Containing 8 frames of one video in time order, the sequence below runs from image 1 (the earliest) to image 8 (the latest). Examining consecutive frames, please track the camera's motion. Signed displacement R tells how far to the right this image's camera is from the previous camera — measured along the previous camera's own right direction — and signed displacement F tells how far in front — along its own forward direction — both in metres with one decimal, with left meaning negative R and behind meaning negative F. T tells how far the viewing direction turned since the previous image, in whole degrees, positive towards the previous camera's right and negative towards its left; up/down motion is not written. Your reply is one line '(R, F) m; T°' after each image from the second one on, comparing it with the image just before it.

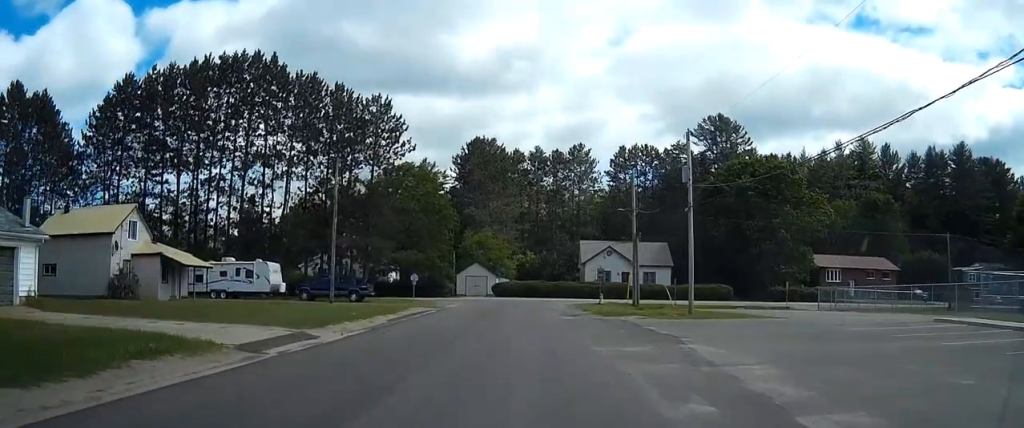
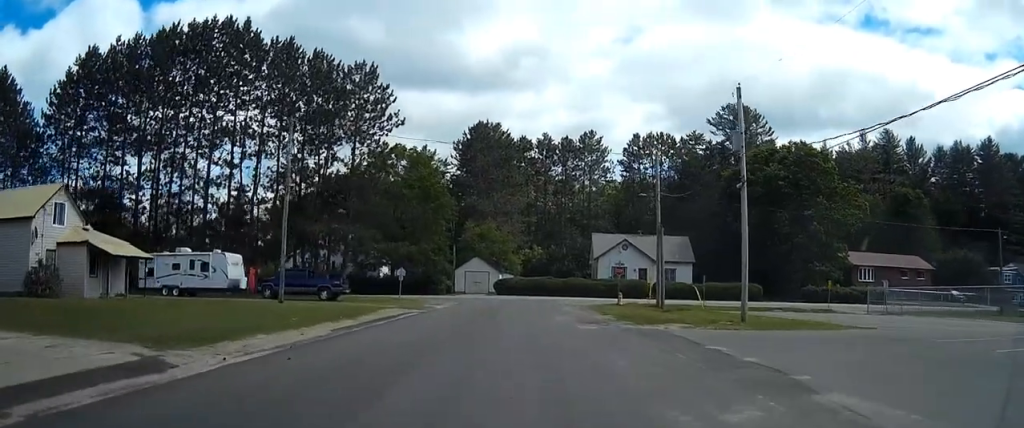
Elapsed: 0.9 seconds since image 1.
(0.0, +9.3) m; 0°
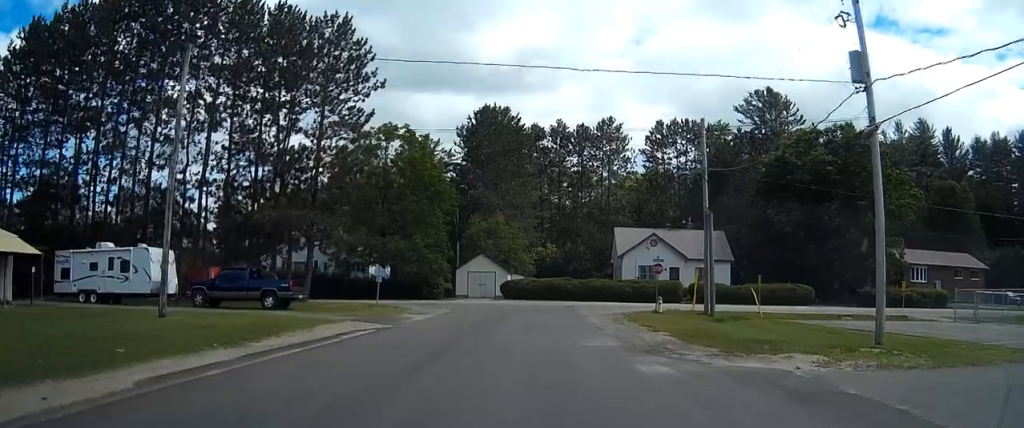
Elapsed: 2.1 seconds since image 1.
(0.0, +11.8) m; 0°
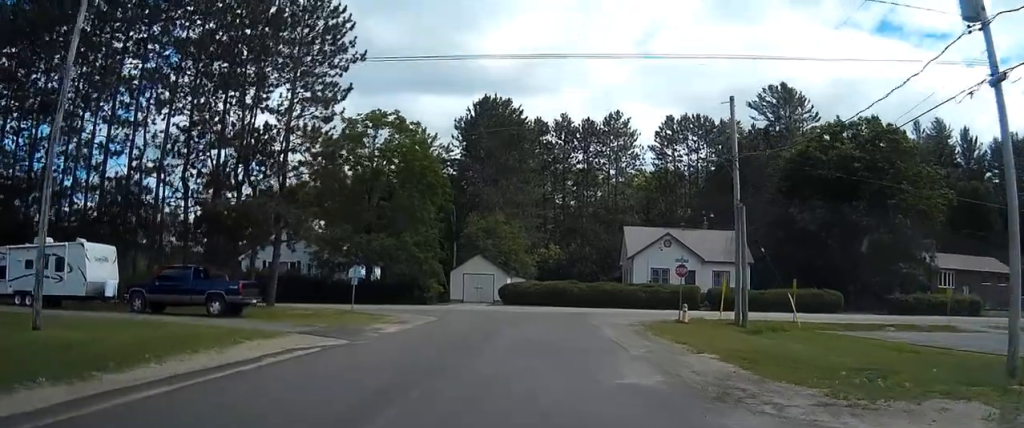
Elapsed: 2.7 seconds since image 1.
(0.0, +6.2) m; +1°
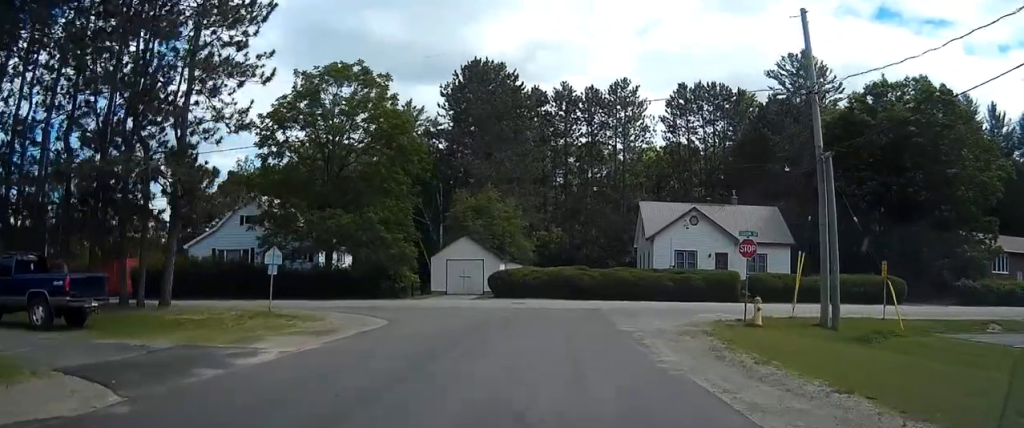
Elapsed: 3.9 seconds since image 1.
(+0.2, +11.5) m; +1°
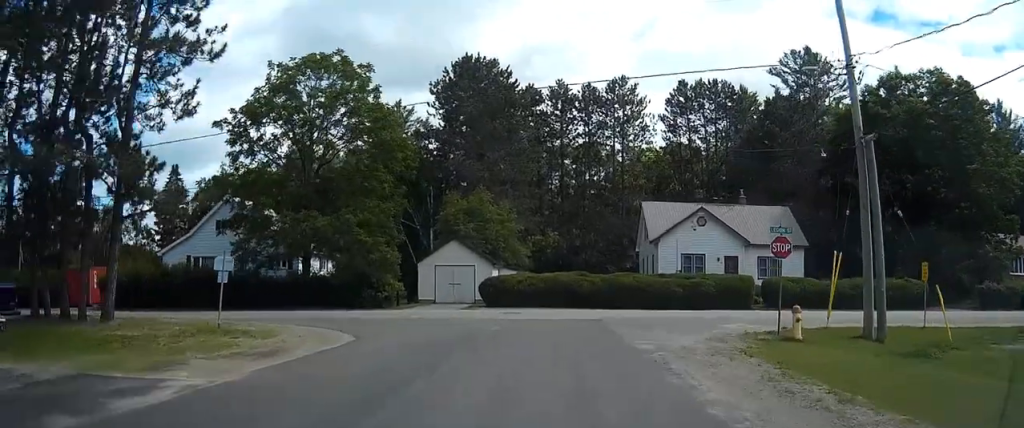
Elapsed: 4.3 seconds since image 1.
(0.0, +4.0) m; 0°
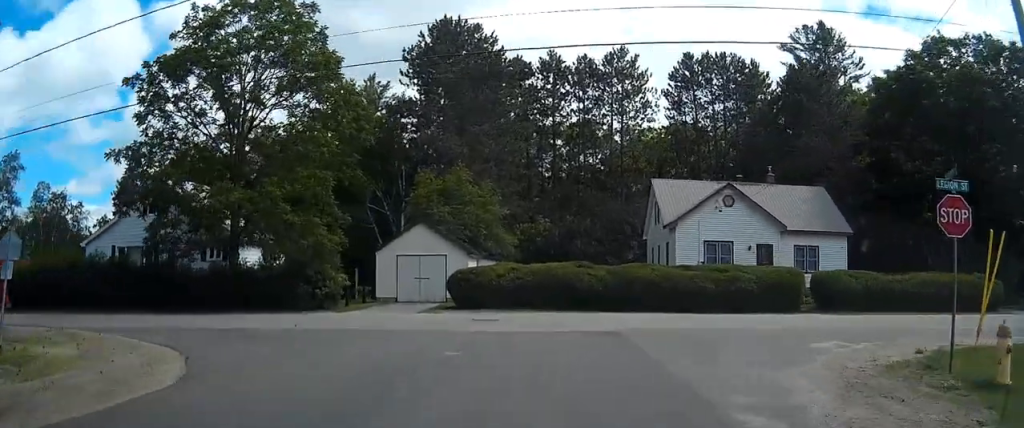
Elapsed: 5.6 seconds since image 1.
(0.0, +10.4) m; +1°
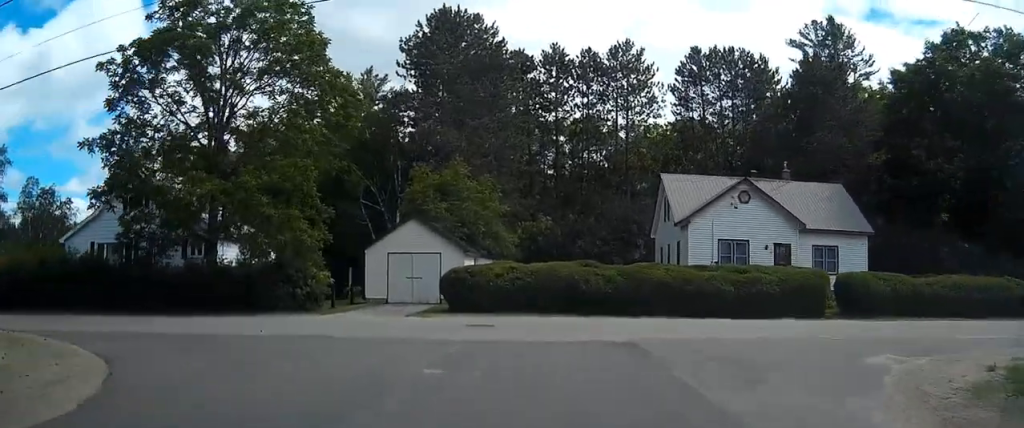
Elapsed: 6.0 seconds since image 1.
(0.0, +3.4) m; +1°
